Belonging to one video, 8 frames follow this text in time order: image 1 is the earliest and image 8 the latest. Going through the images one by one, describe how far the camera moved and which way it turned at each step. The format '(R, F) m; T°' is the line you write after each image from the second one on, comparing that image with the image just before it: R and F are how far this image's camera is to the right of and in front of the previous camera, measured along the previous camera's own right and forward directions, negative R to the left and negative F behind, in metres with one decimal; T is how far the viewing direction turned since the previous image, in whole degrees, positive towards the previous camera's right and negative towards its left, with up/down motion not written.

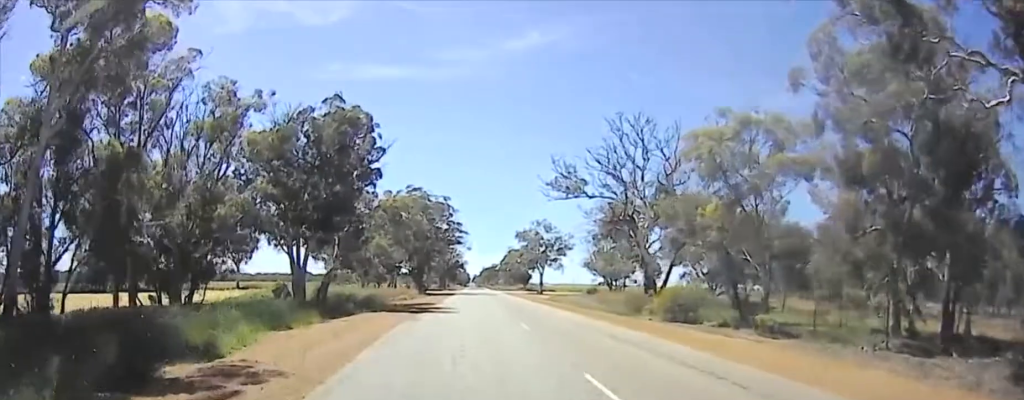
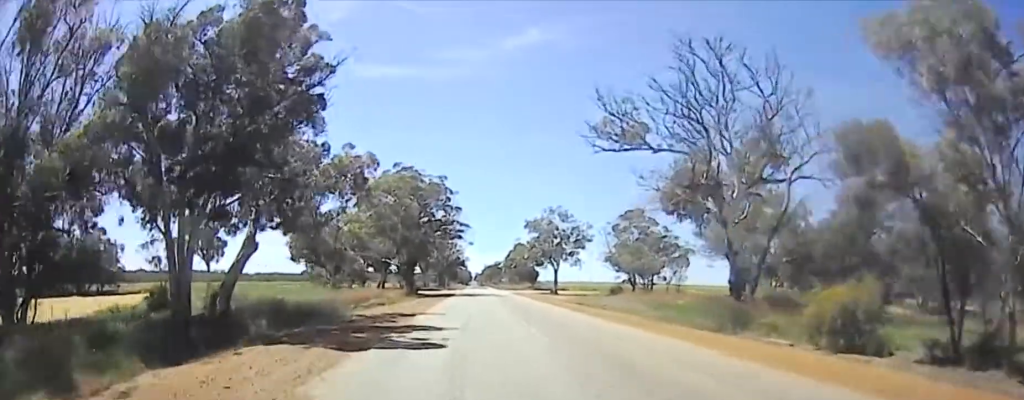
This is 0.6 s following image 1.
(0.0, +20.9) m; 0°
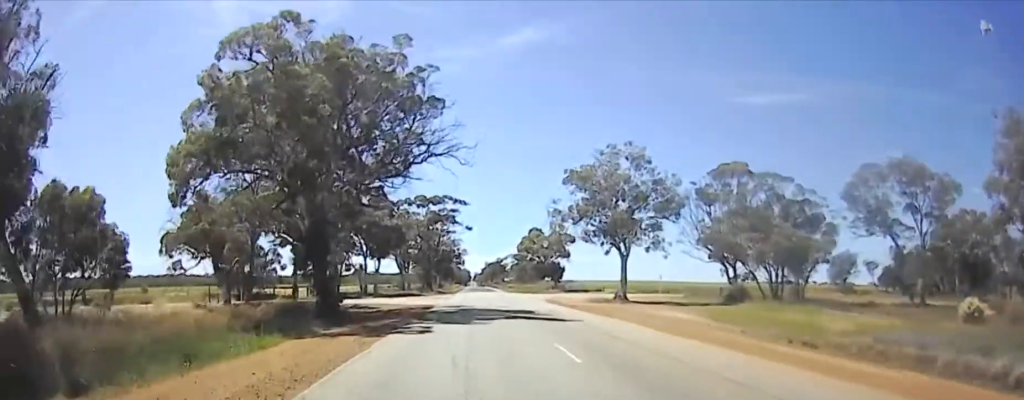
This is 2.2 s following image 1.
(+0.1, +49.5) m; -2°
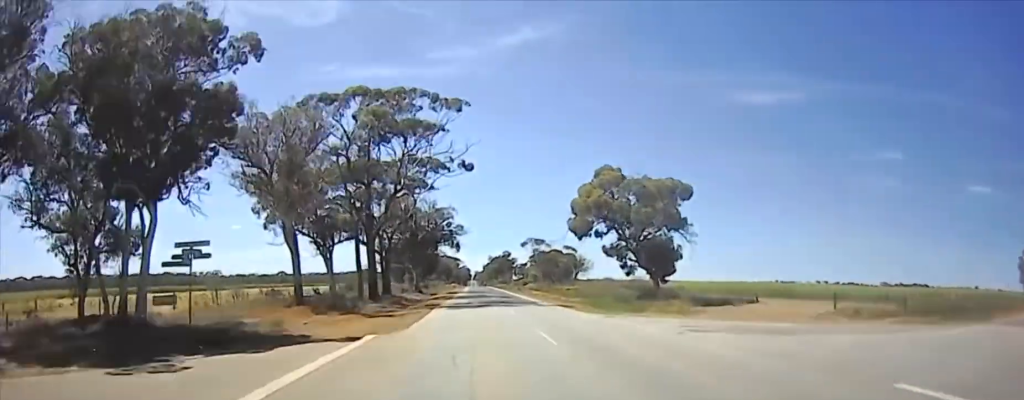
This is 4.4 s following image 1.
(-1.5, +57.2) m; +1°
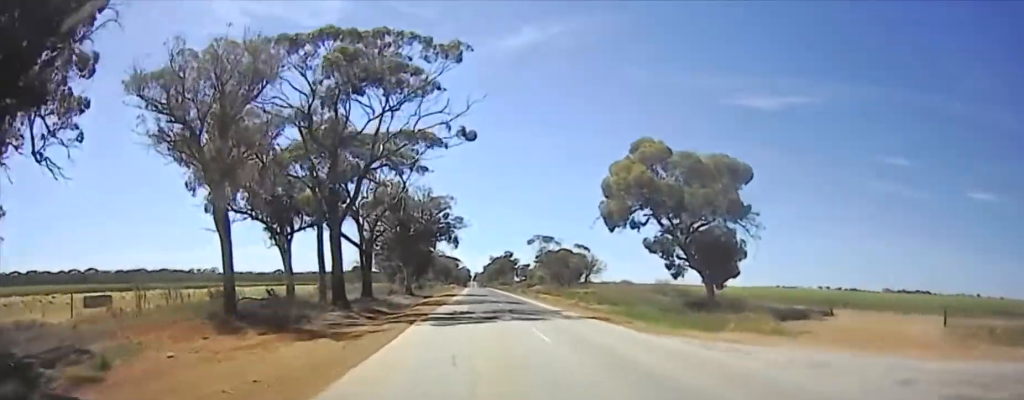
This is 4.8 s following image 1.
(+0.1, +9.5) m; +1°
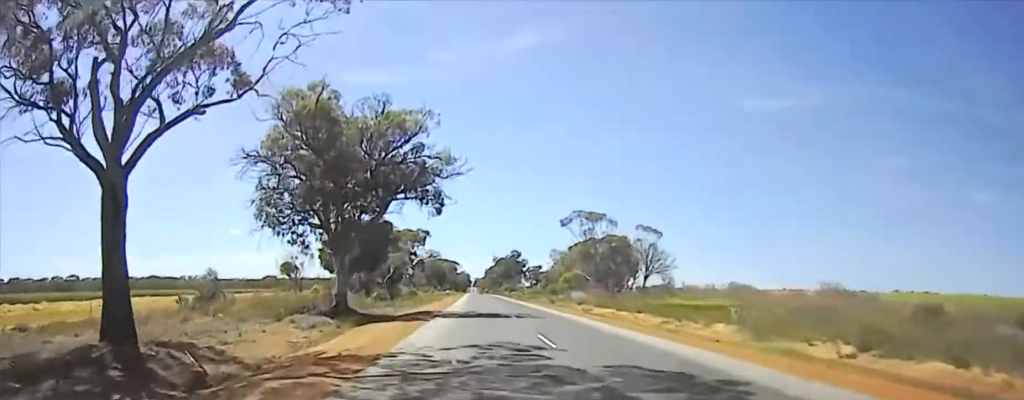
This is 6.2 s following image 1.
(+0.1, +26.7) m; 0°
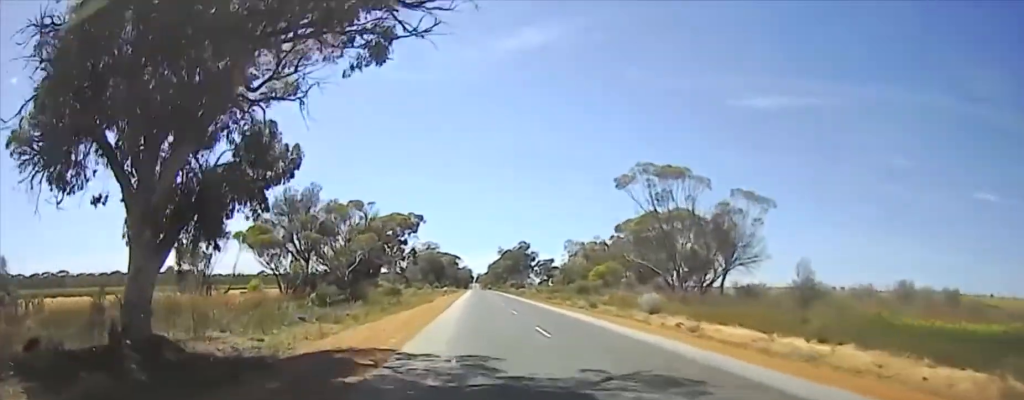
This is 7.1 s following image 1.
(0.0, +15.4) m; 0°
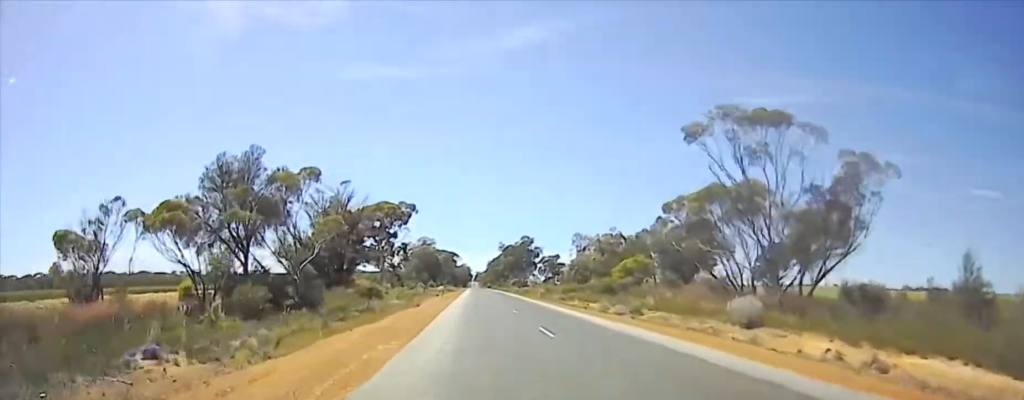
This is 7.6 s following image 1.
(0.0, +8.8) m; 0°
